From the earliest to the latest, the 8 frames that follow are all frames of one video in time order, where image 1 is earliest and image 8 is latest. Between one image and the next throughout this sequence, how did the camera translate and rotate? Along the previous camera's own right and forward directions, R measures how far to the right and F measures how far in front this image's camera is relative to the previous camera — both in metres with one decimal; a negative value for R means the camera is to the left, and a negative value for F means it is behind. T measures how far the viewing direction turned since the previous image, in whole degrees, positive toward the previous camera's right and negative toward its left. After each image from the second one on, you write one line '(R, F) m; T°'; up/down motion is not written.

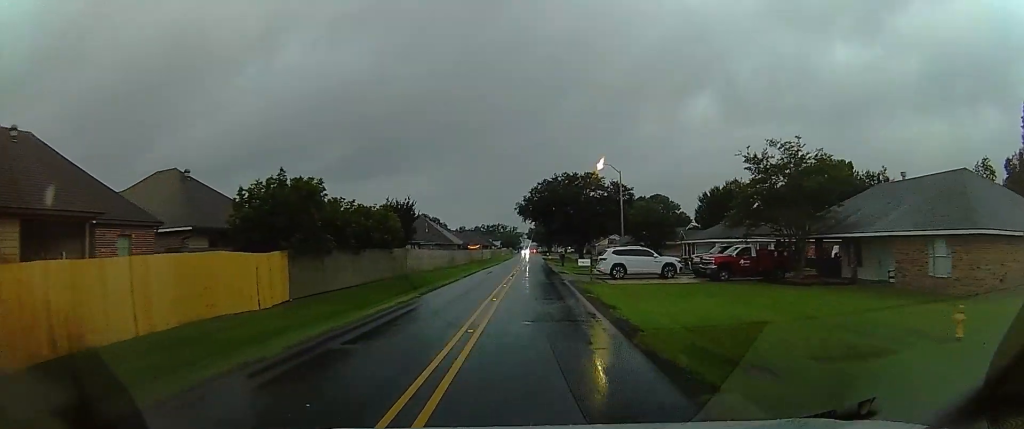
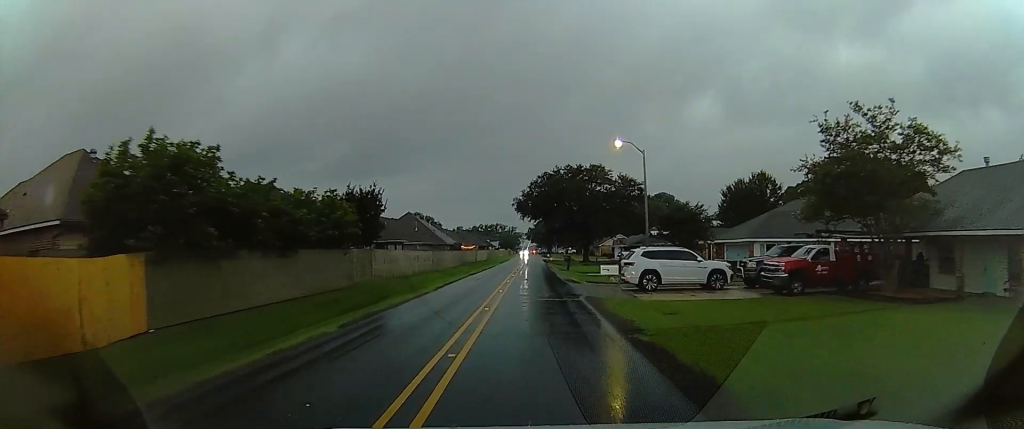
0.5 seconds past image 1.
(+0.4, +8.7) m; +2°
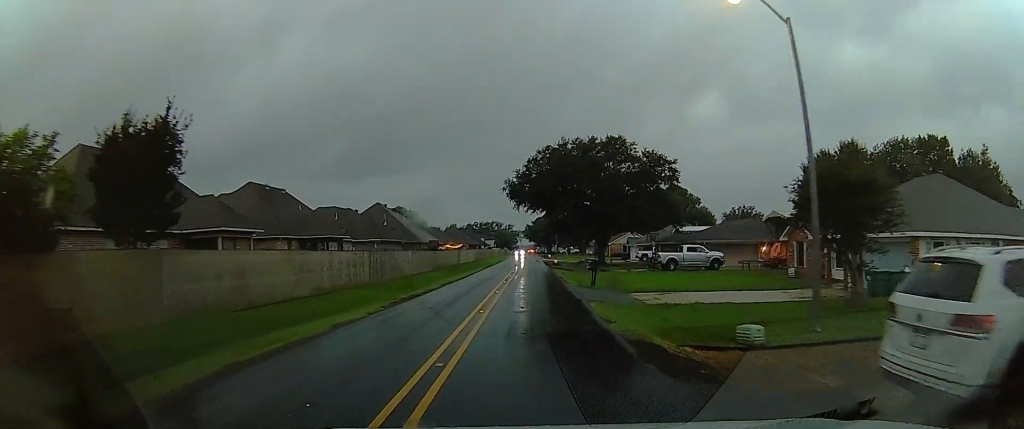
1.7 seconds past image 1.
(+1.0, +18.8) m; +3°
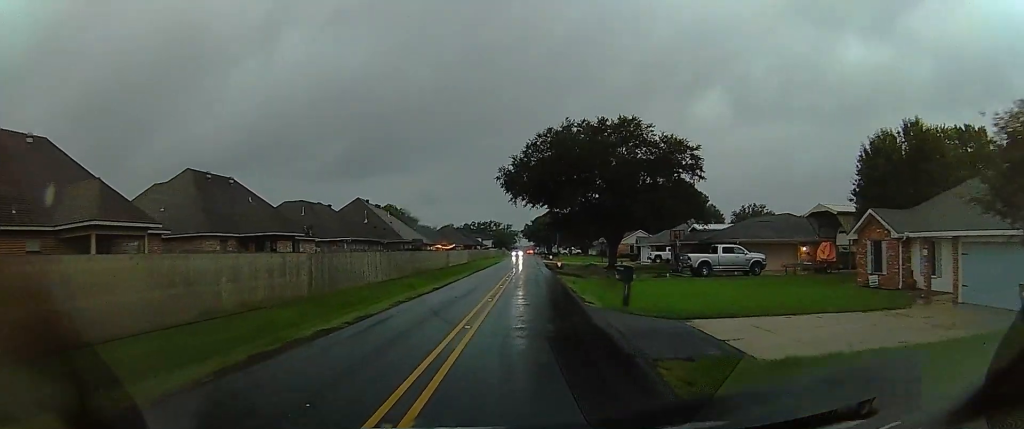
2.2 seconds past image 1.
(0.0, +9.0) m; 0°
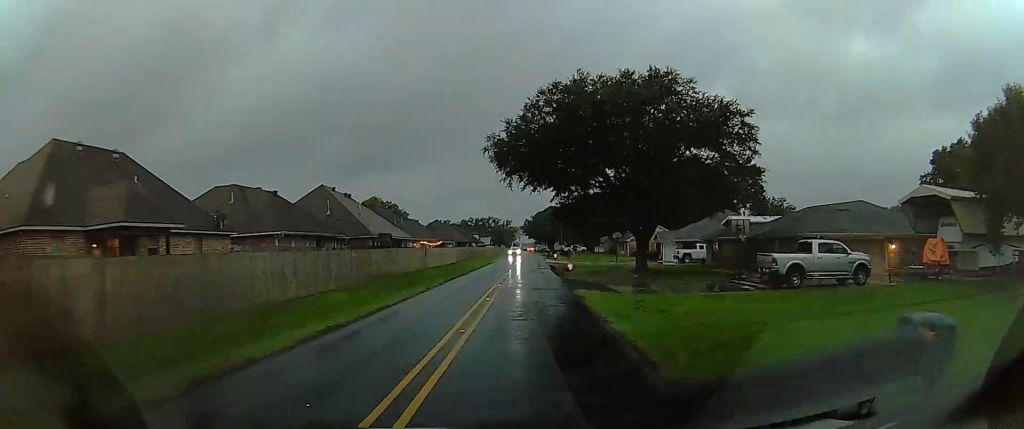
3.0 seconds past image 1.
(0.0, +13.0) m; 0°
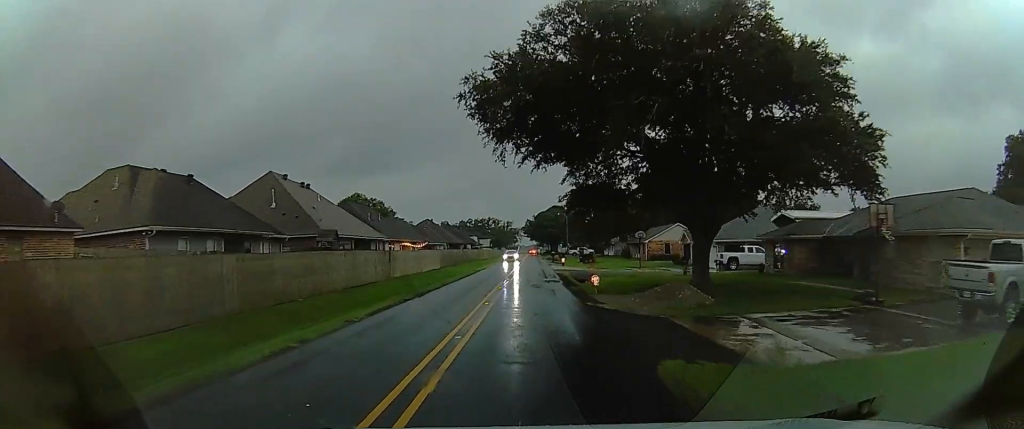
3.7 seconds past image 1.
(0.0, +13.0) m; +3°
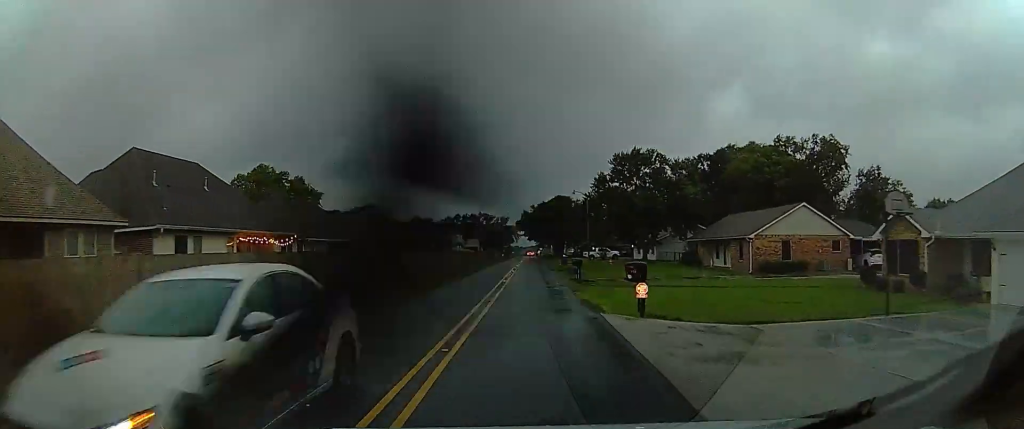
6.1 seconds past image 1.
(+0.9, +38.6) m; -3°
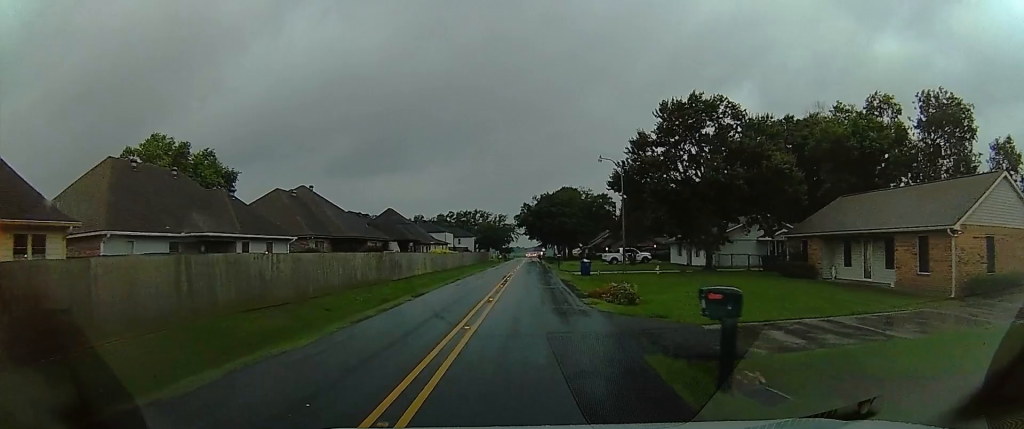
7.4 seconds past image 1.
(-0.1, +22.3) m; 0°
